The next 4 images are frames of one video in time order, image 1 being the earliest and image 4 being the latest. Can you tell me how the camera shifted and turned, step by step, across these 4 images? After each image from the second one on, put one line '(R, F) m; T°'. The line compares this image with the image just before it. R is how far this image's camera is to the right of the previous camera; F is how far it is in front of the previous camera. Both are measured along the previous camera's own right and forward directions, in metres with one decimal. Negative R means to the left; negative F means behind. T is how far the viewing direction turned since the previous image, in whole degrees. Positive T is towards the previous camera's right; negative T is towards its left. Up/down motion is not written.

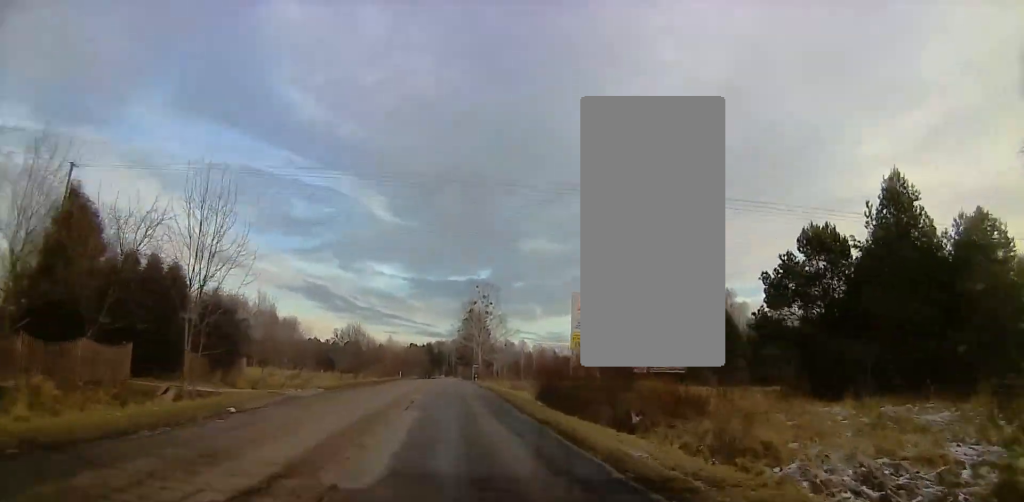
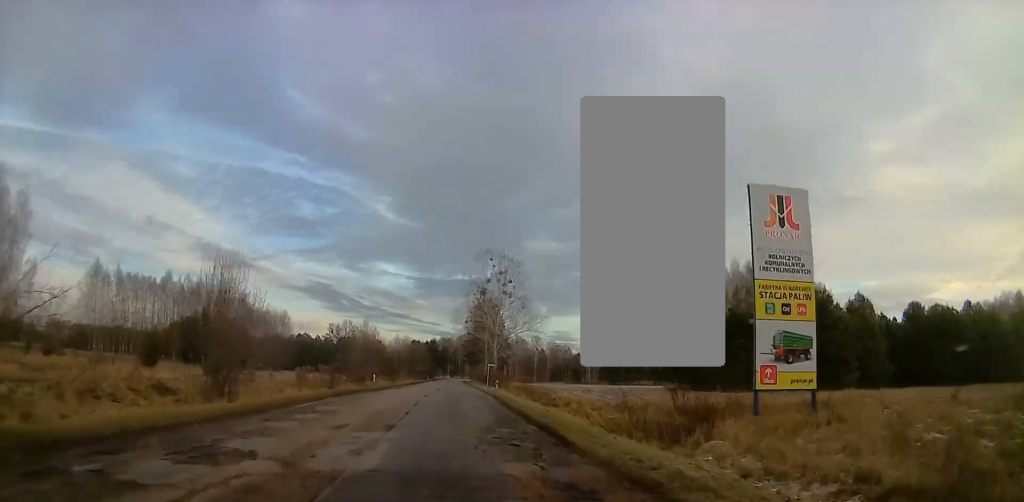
(-0.3, +27.5) m; 0°
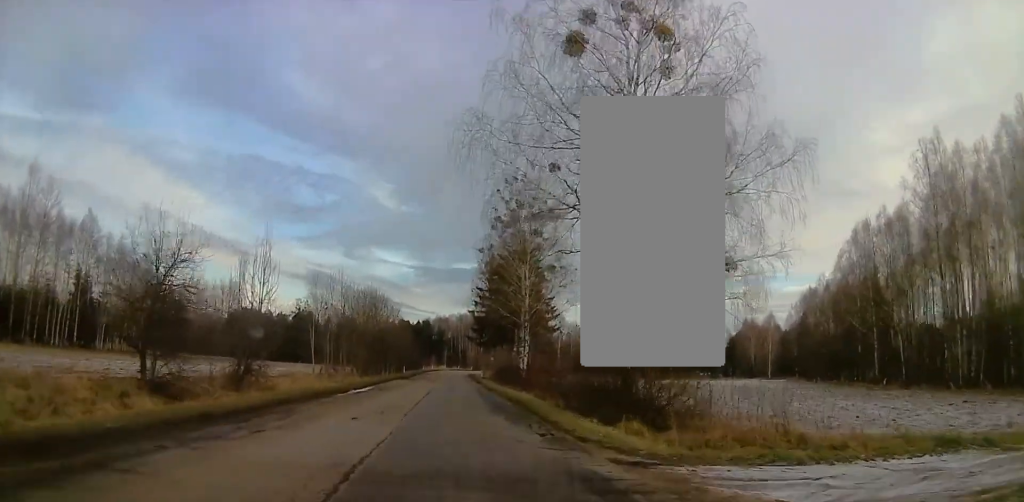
(+2.7, +55.0) m; +5°
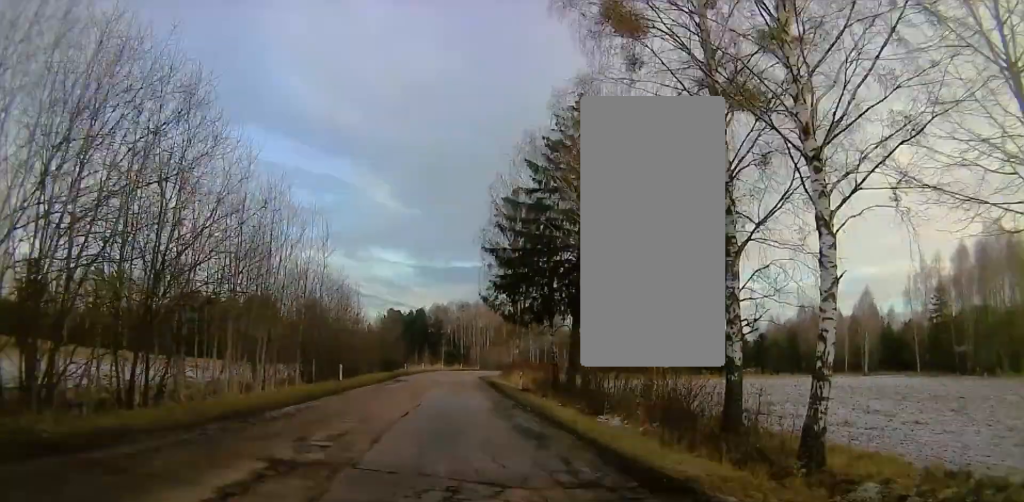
(+0.1, +42.1) m; 0°
